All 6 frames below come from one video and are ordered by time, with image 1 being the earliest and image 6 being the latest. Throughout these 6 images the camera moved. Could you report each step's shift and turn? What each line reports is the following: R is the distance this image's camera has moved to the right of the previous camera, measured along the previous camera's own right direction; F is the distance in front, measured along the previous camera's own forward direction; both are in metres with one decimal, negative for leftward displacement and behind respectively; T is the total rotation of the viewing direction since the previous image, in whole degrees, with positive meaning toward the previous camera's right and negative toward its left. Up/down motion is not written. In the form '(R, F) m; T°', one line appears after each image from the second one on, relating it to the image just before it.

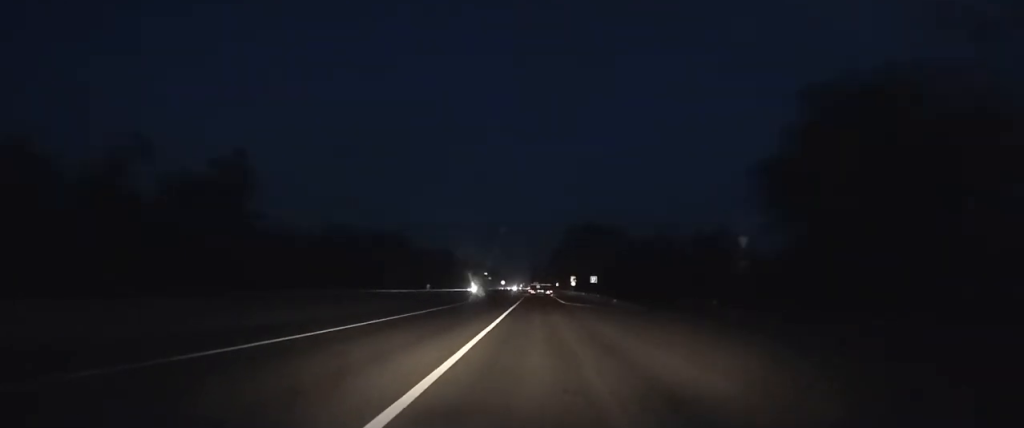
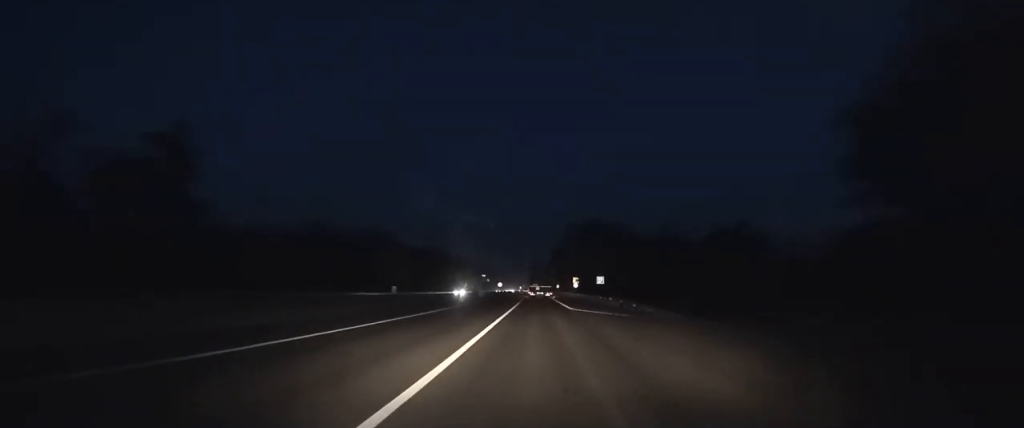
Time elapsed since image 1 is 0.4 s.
(0.0, +8.4) m; 0°
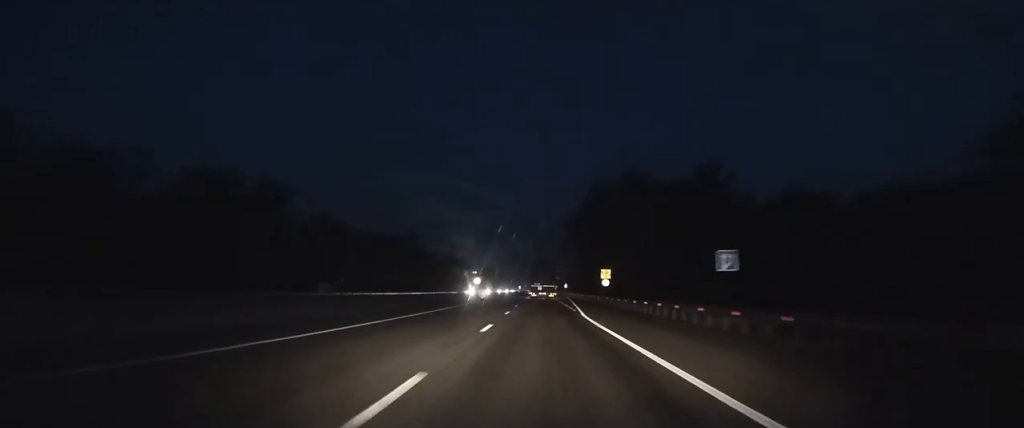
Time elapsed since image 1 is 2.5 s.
(+0.1, +39.2) m; 0°
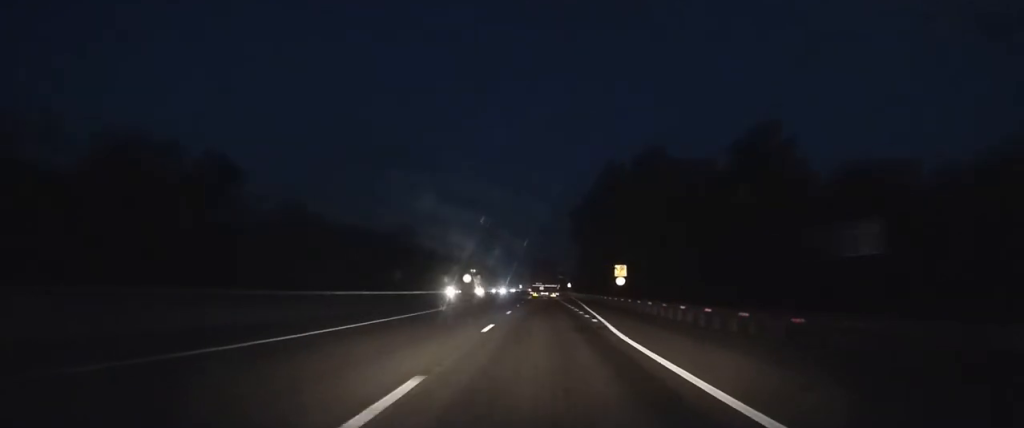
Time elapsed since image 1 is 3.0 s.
(0.0, +10.3) m; 0°
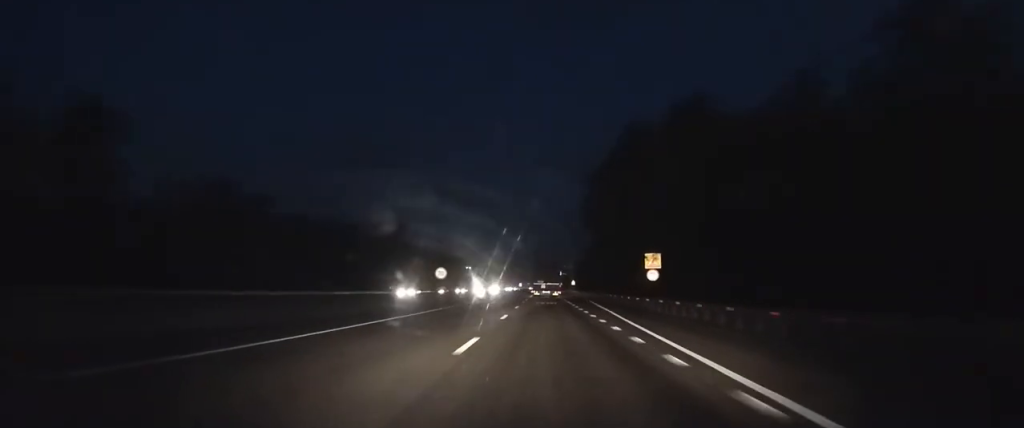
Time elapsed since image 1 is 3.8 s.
(0.0, +15.7) m; 0°
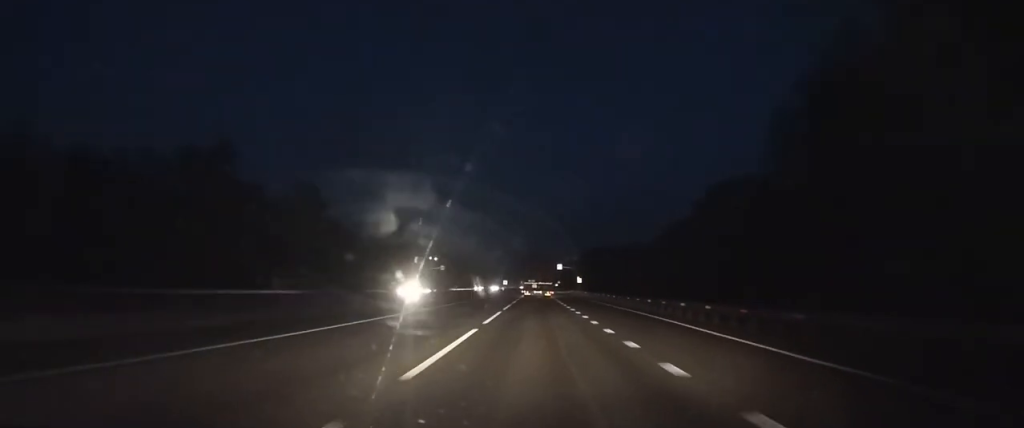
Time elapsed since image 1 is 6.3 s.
(-0.3, +59.5) m; 0°
